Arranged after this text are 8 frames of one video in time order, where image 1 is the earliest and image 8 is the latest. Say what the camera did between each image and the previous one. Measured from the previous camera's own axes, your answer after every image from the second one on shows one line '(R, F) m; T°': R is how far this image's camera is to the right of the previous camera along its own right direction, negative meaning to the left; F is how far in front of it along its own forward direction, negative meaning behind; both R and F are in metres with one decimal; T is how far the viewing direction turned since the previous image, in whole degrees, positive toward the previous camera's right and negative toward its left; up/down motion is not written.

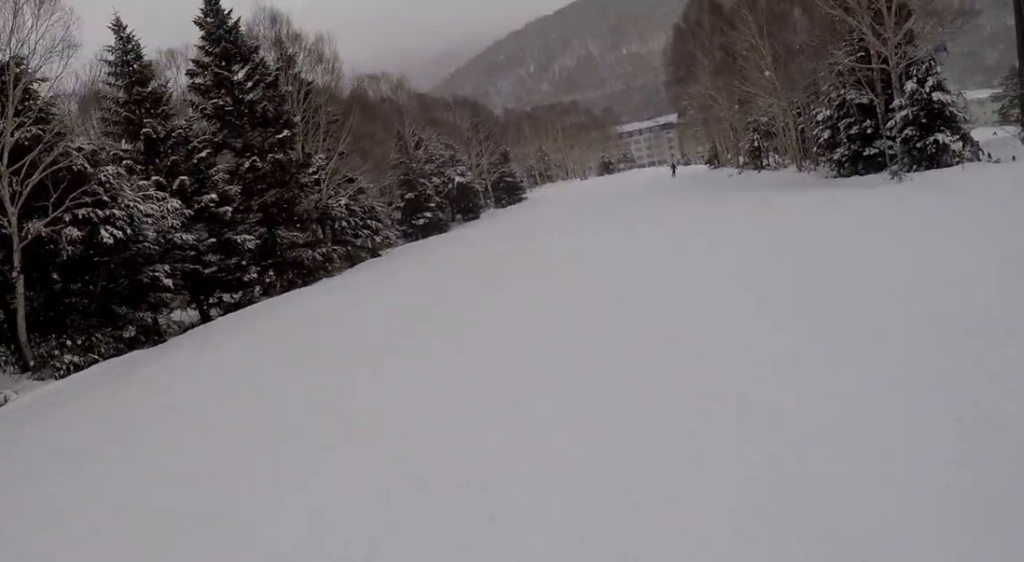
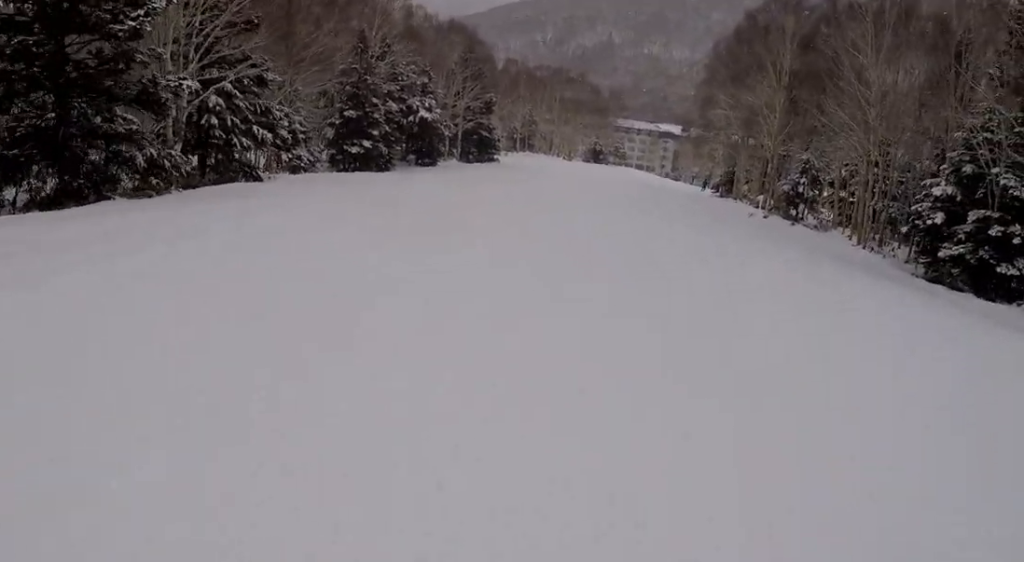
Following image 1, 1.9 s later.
(+1.0, +13.7) m; +8°
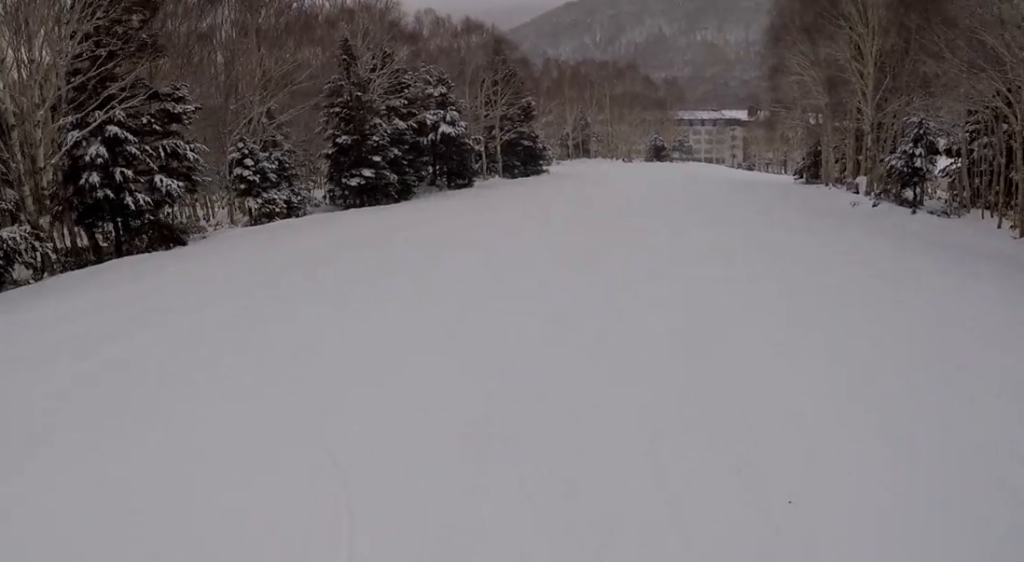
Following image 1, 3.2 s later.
(-0.5, +10.0) m; -6°
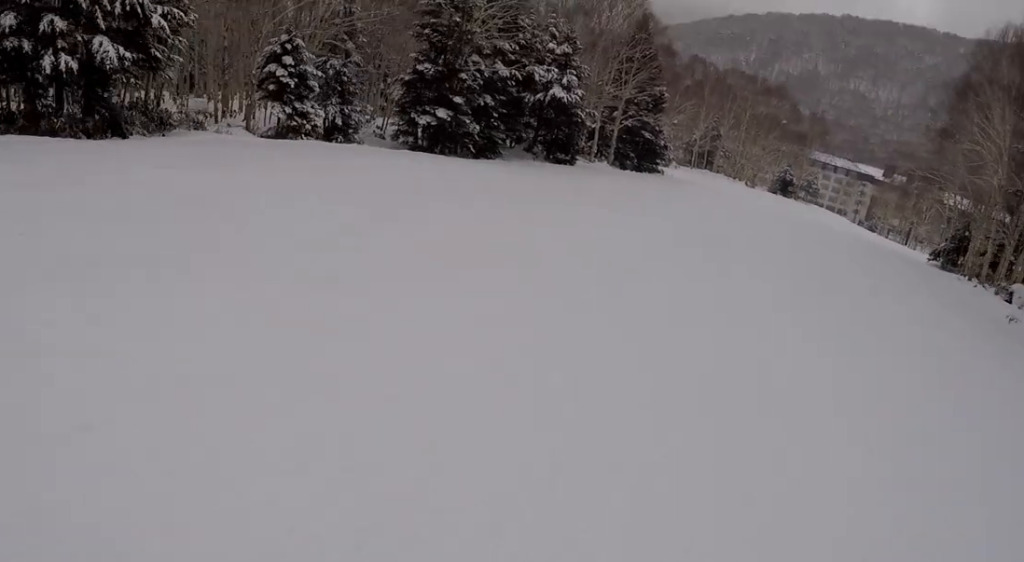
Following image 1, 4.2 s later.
(-0.2, +7.8) m; -2°
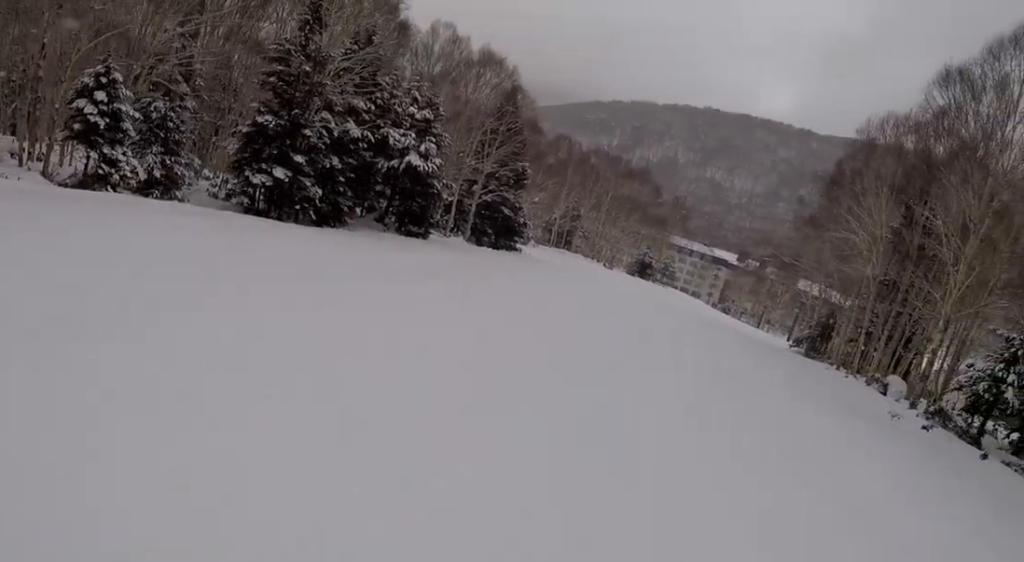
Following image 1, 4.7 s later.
(+0.1, +3.8) m; +1°
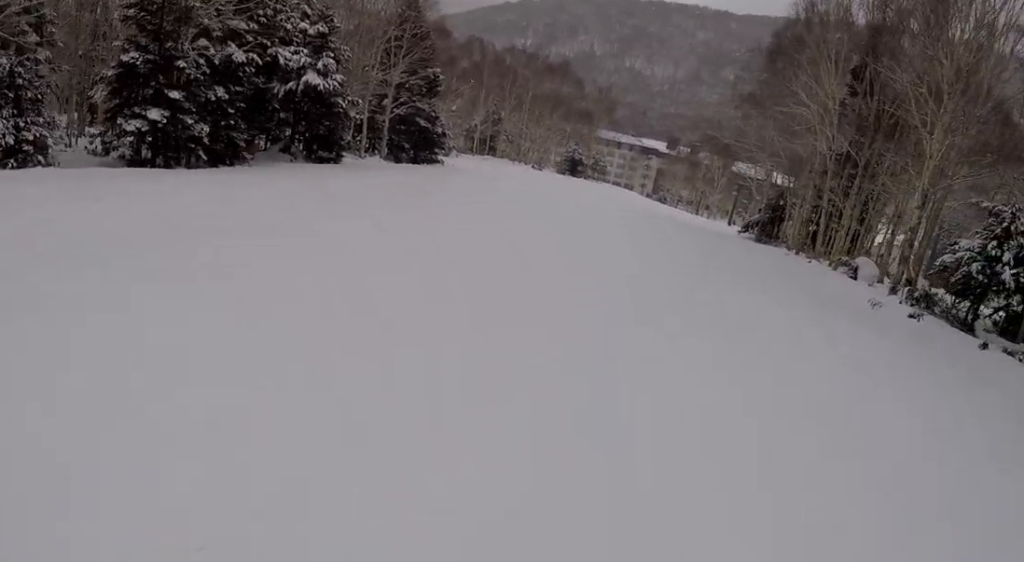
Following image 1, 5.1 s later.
(-0.2, +3.2) m; +4°
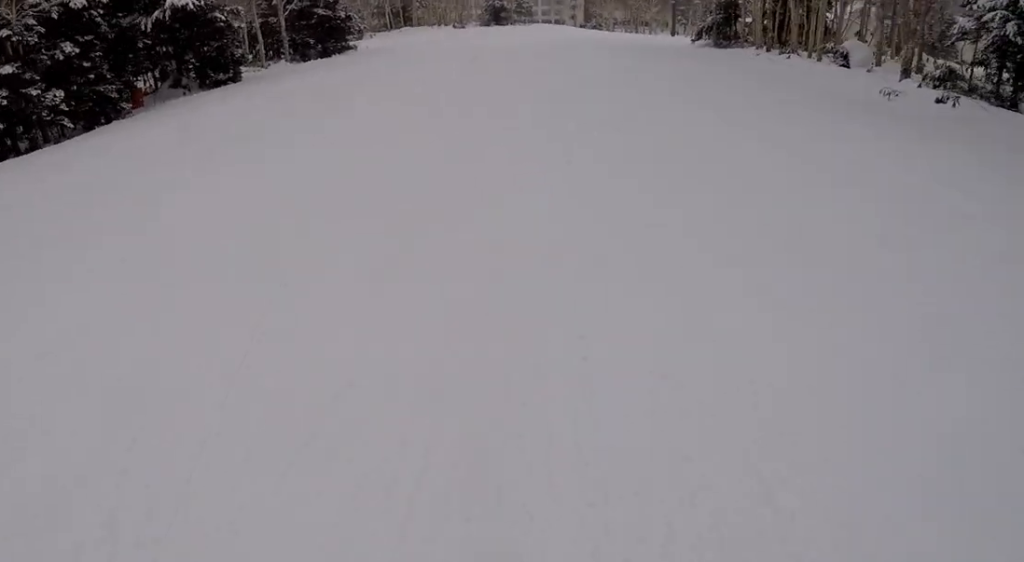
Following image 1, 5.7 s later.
(-0.2, +4.3) m; +5°
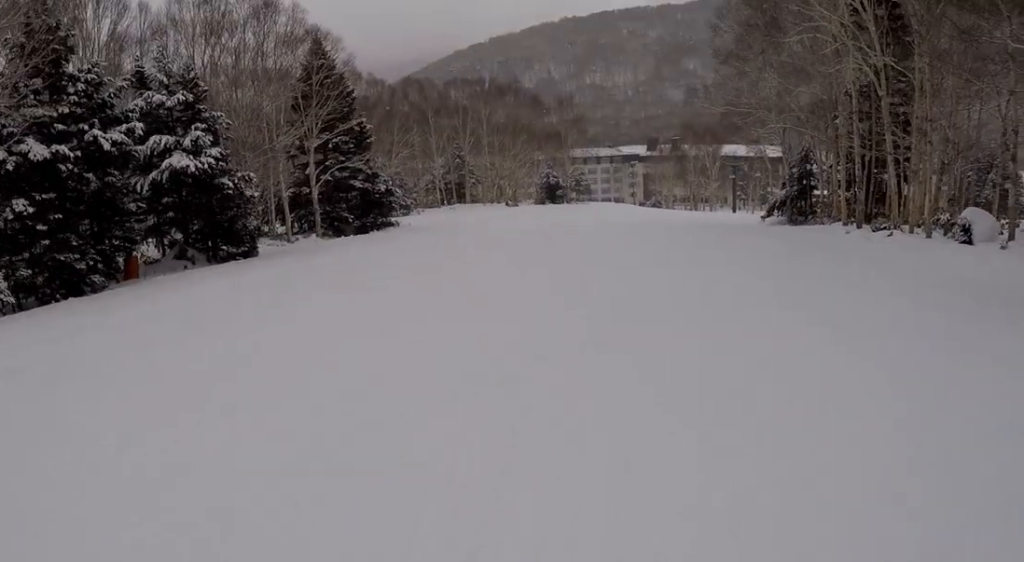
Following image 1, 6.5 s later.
(+1.5, +6.4) m; -1°
